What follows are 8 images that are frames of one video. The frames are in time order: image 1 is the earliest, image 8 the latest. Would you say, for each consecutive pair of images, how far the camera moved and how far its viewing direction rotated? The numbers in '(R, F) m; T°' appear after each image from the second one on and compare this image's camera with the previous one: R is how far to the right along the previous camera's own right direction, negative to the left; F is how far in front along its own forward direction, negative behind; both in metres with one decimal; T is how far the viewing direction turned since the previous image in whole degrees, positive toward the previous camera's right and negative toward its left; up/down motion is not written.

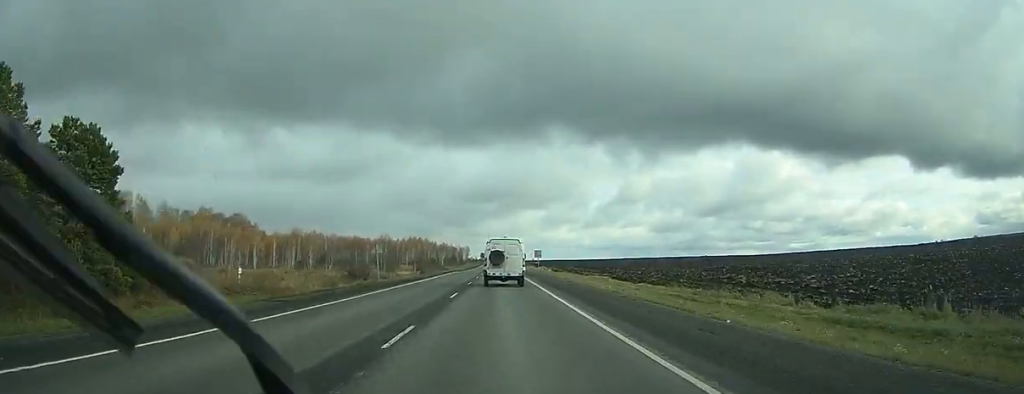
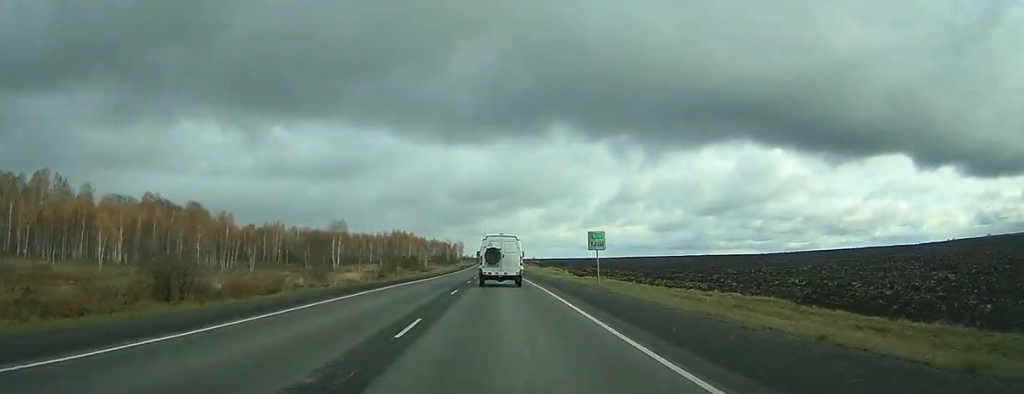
(-0.3, +45.6) m; 0°
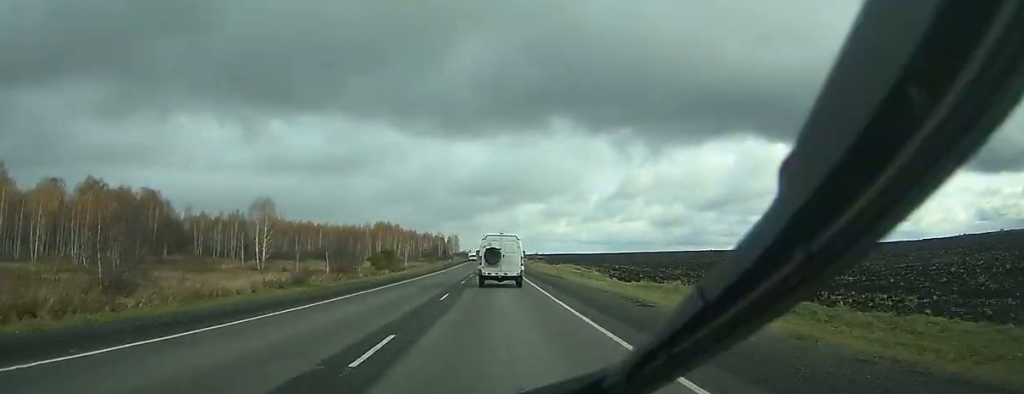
(+0.1, +37.8) m; 0°
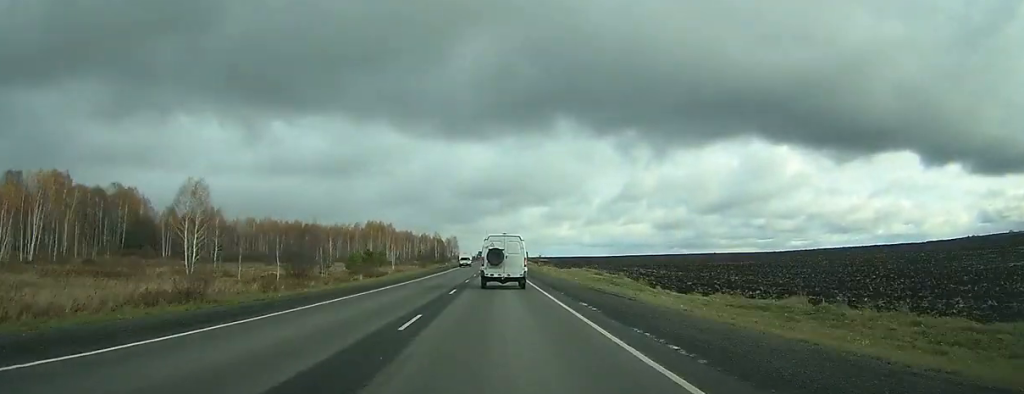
(0.0, +20.3) m; 0°
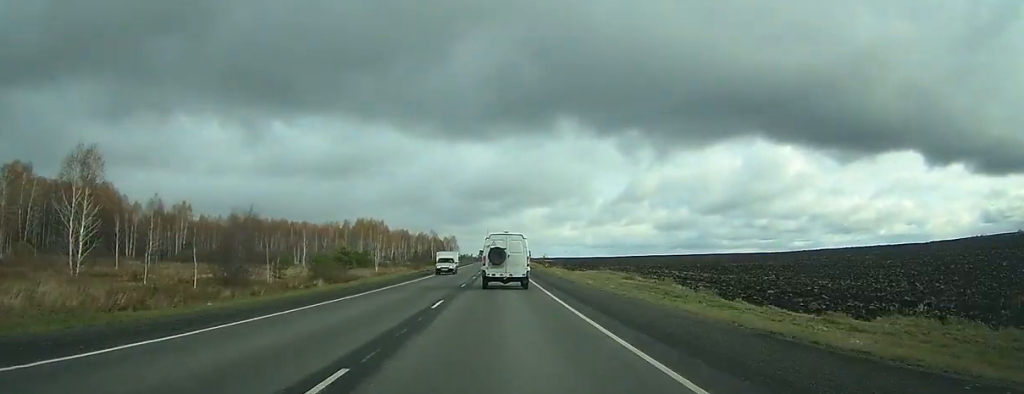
(+0.1, +19.7) m; 0°
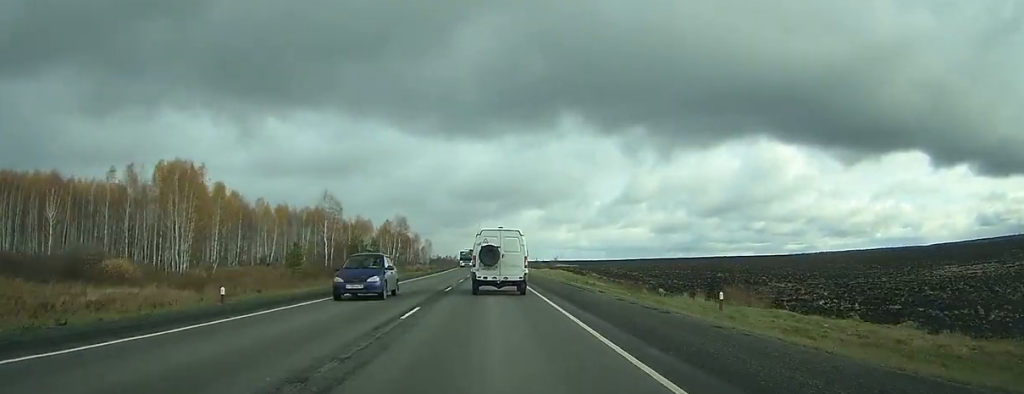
(0.0, +124.8) m; 0°
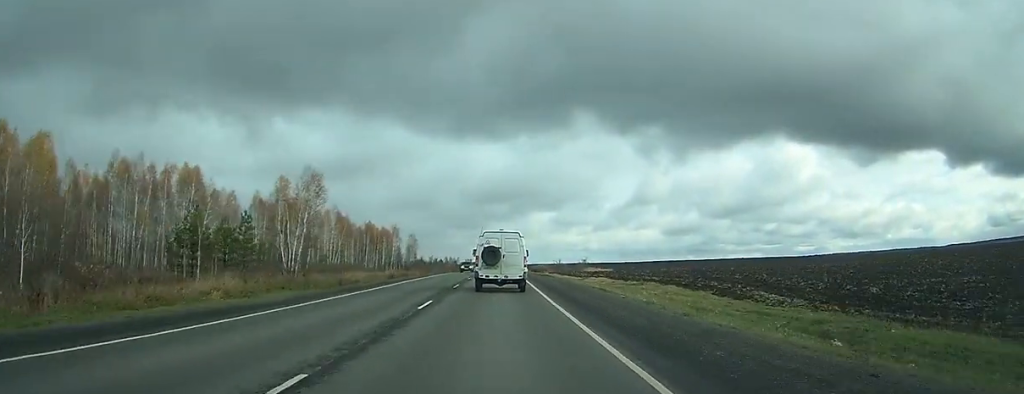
(0.0, +67.8) m; 0°
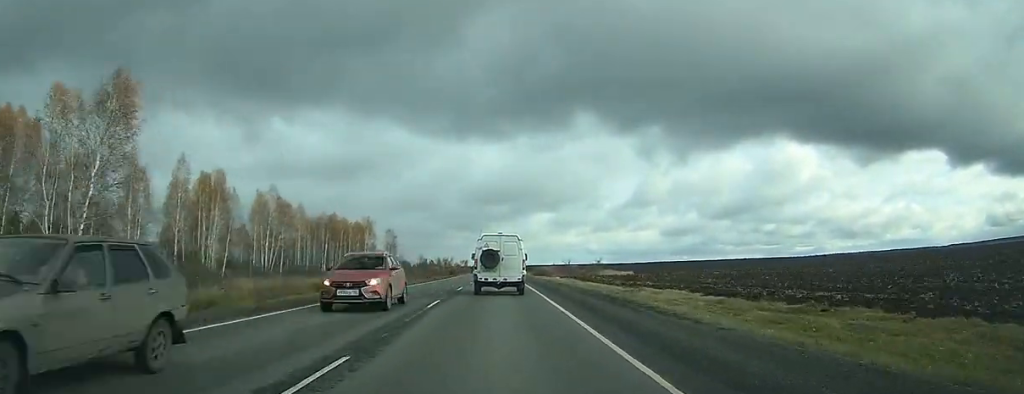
(-0.1, +34.9) m; 0°
